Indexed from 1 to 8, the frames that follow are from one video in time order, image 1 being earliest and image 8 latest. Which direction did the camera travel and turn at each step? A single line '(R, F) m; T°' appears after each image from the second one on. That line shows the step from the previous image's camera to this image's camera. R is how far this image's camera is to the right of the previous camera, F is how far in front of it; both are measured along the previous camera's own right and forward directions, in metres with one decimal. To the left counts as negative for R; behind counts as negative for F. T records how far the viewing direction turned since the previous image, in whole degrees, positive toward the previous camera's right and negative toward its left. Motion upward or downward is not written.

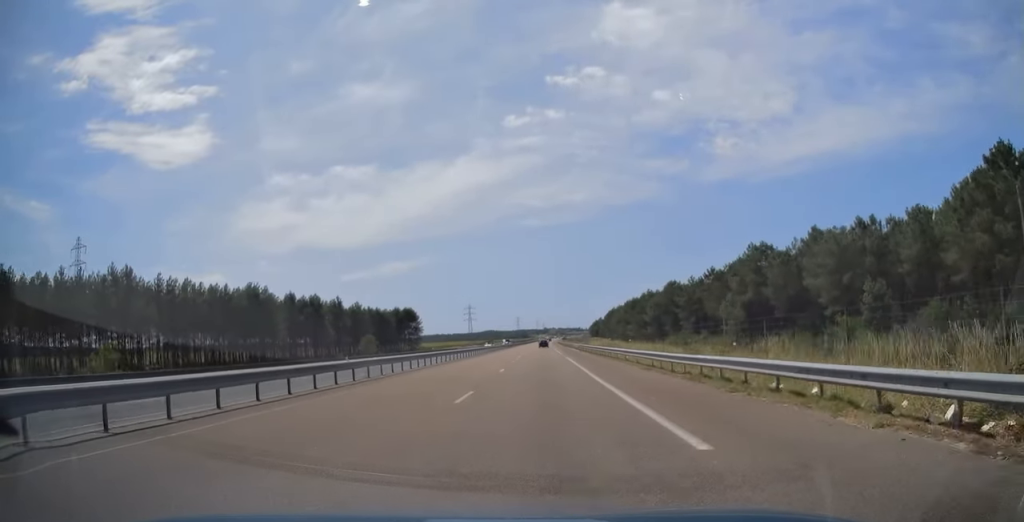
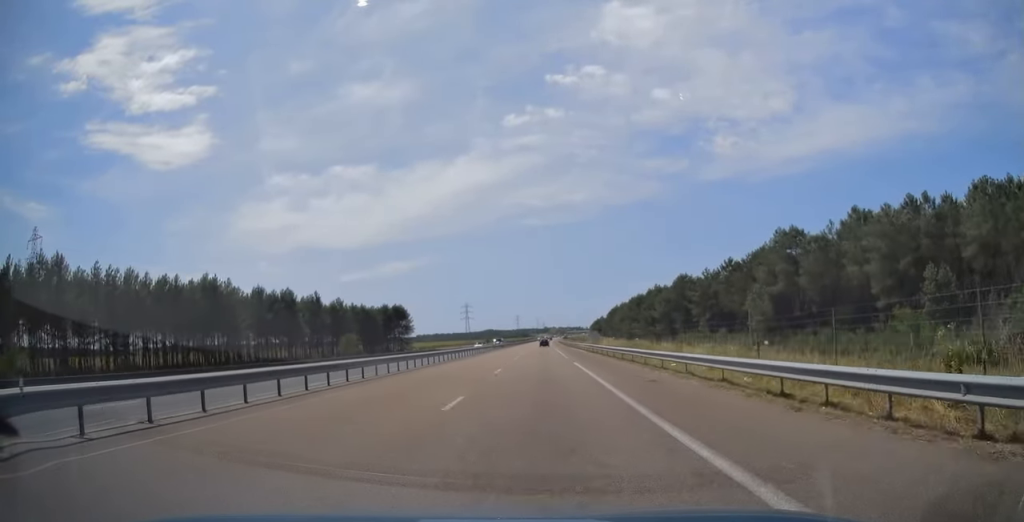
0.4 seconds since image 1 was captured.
(-0.1, +14.5) m; 0°
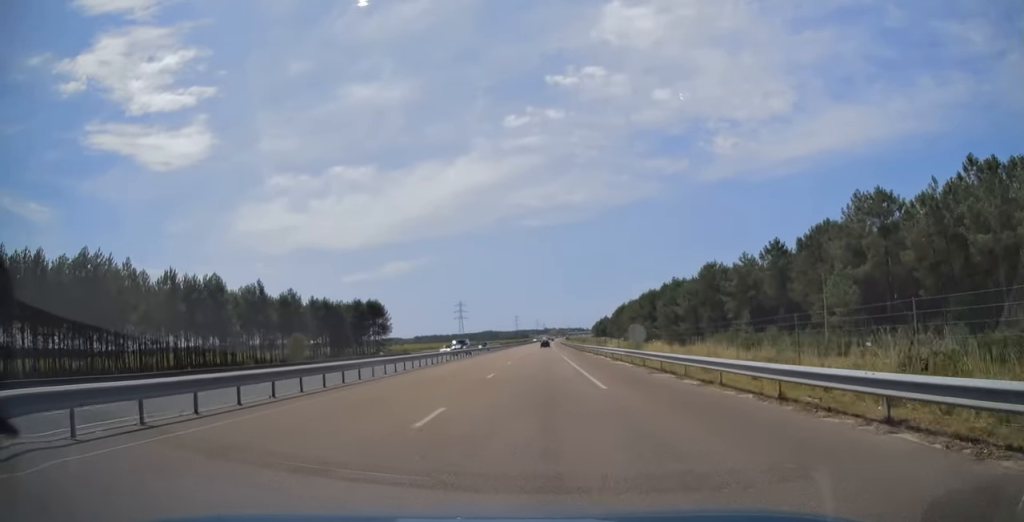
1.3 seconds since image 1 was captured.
(+0.4, +28.0) m; 0°
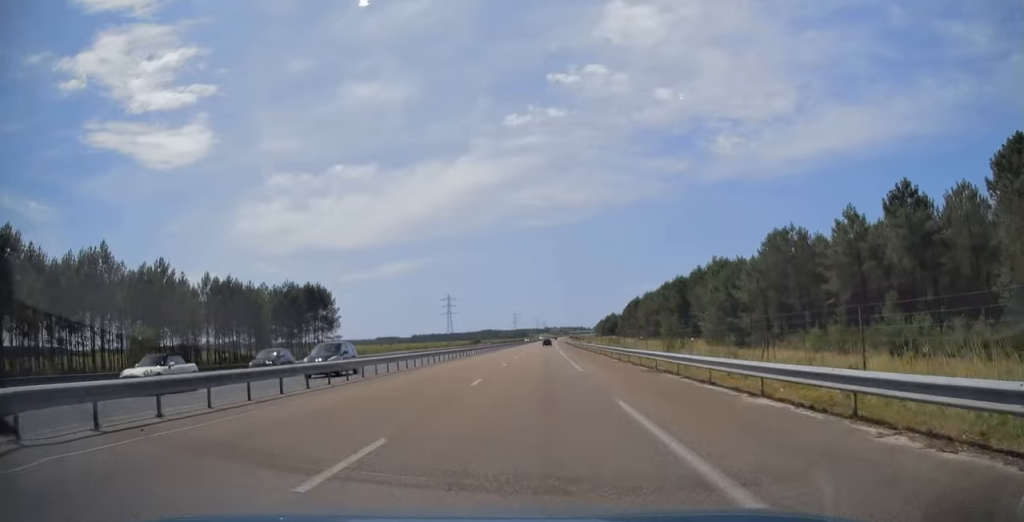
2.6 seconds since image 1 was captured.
(-0.5, +43.1) m; -1°
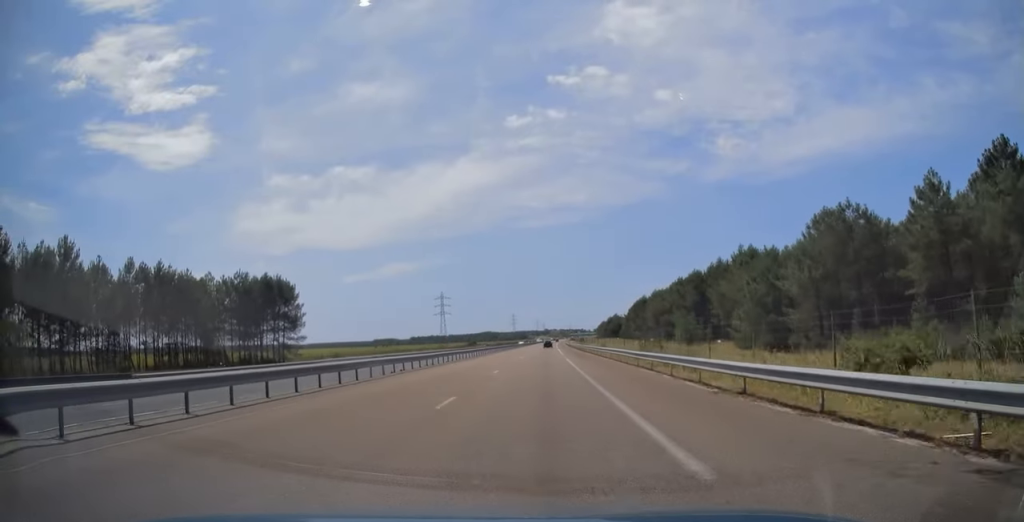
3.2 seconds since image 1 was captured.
(-0.1, +18.8) m; 0°
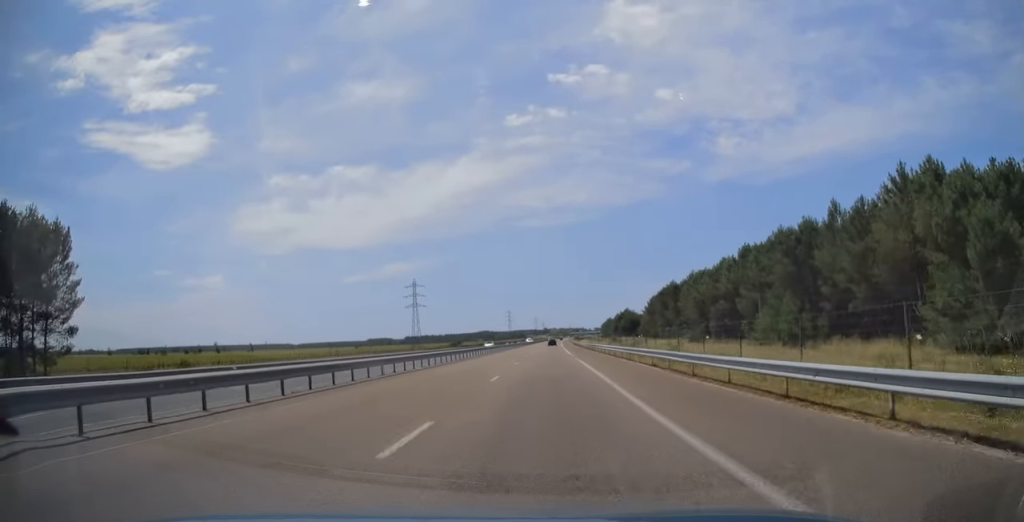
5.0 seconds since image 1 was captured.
(+0.4, +57.5) m; 0°
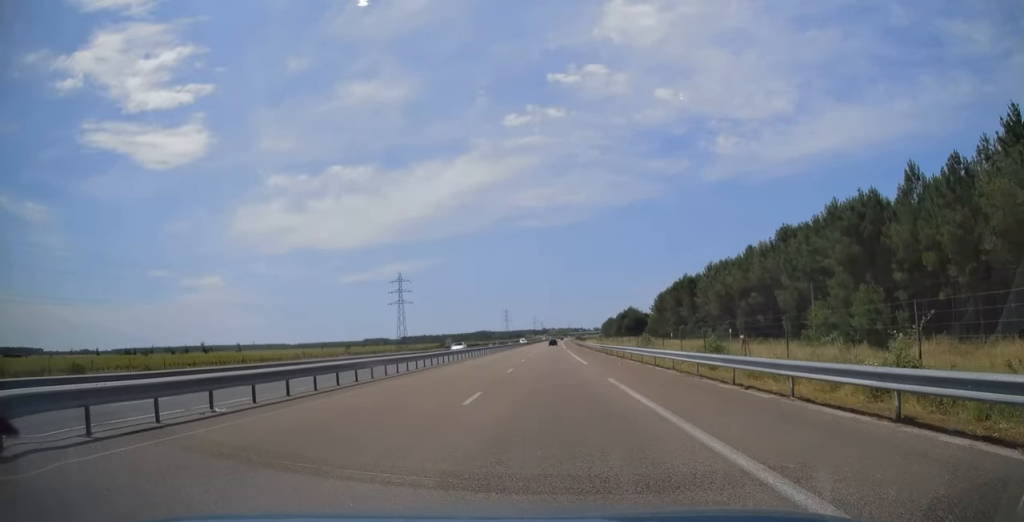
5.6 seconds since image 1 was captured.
(-0.1, +19.9) m; 0°
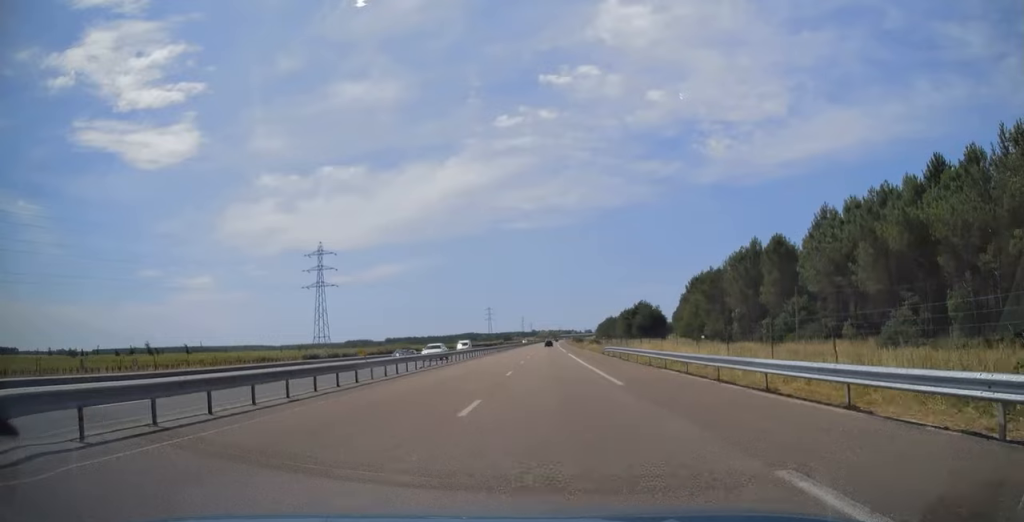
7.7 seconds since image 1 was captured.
(+0.8, +66.1) m; +1°
